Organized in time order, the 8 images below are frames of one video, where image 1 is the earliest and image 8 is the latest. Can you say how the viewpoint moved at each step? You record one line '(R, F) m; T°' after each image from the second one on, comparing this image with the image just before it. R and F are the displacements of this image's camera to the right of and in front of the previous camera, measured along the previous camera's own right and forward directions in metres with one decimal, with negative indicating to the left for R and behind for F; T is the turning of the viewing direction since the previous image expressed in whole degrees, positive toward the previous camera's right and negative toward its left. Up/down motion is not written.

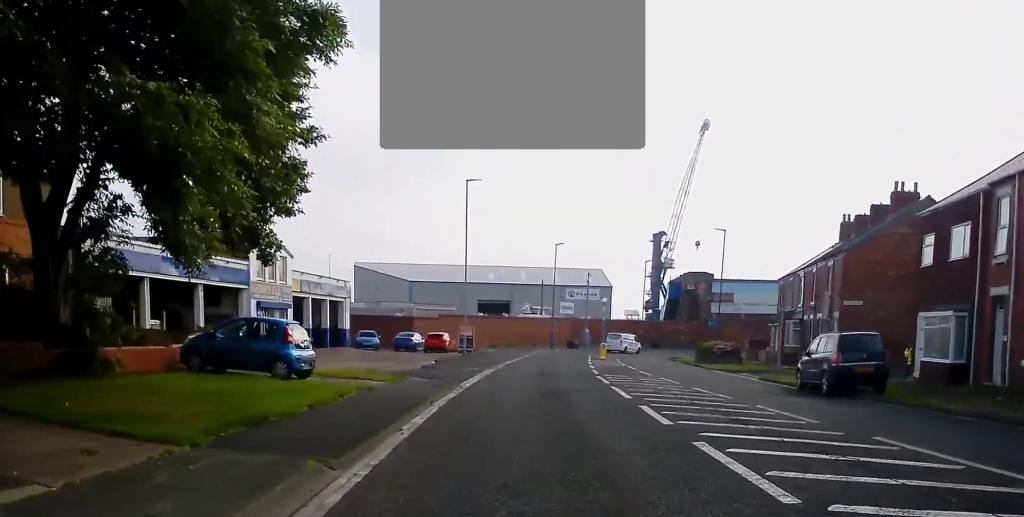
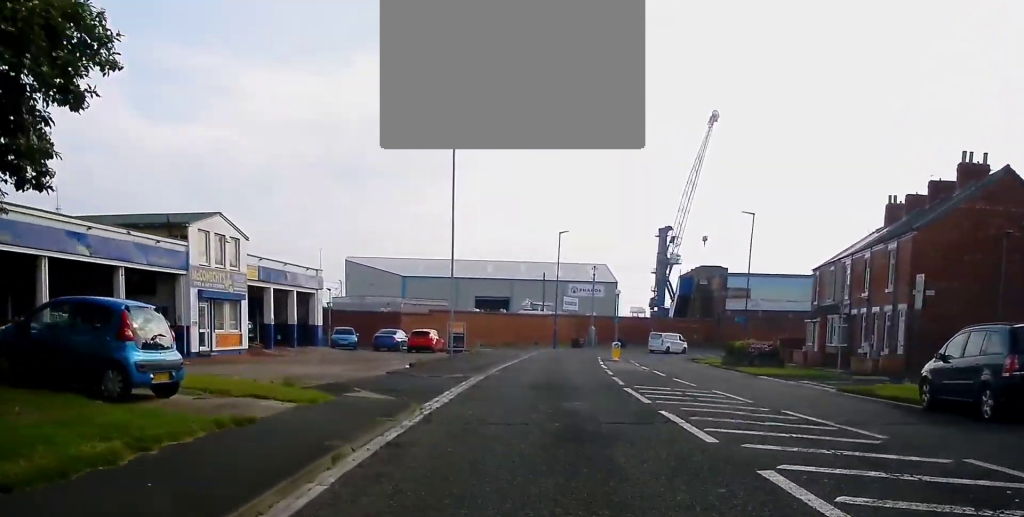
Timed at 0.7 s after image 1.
(-0.3, +7.7) m; 0°
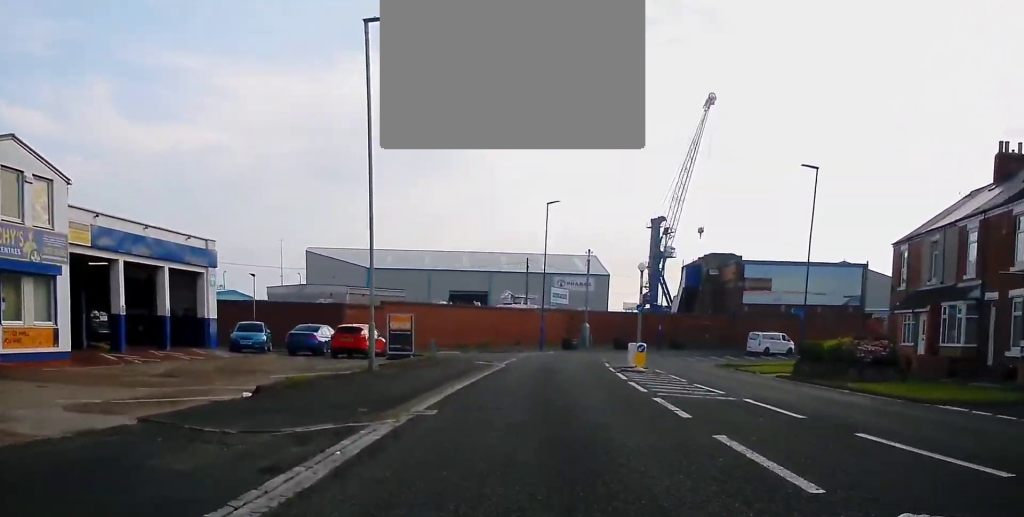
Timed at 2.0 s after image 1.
(+0.6, +15.4) m; +4°
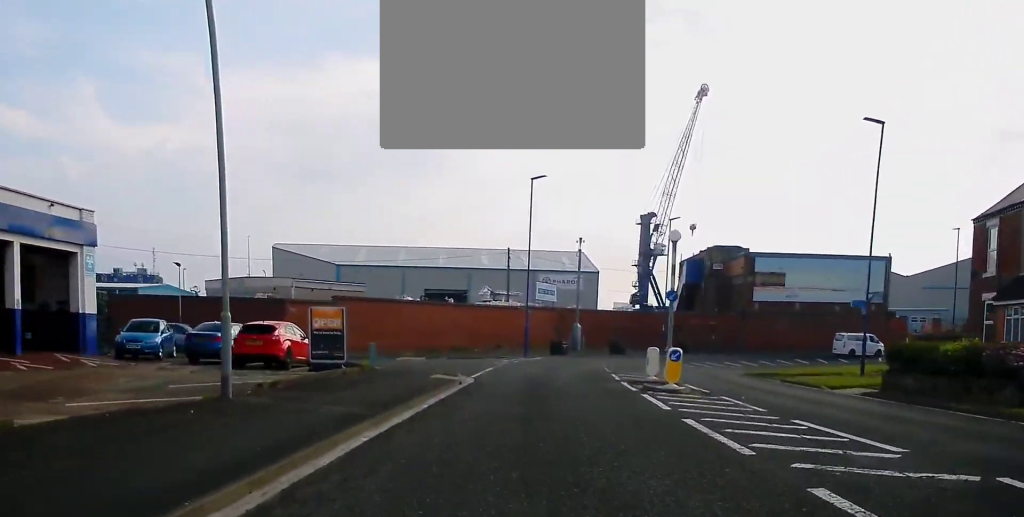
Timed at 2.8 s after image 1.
(+0.4, +9.9) m; 0°
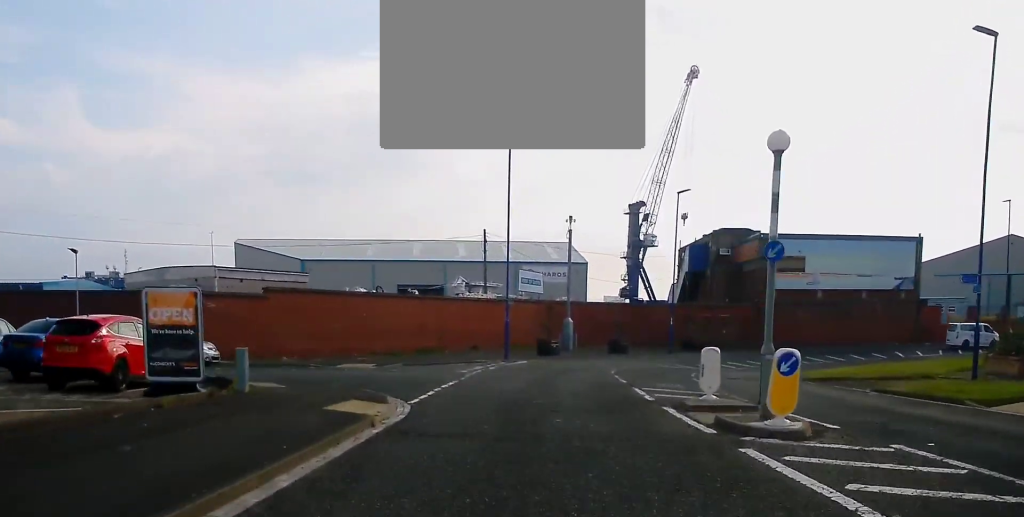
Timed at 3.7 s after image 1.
(-0.5, +9.8) m; -1°
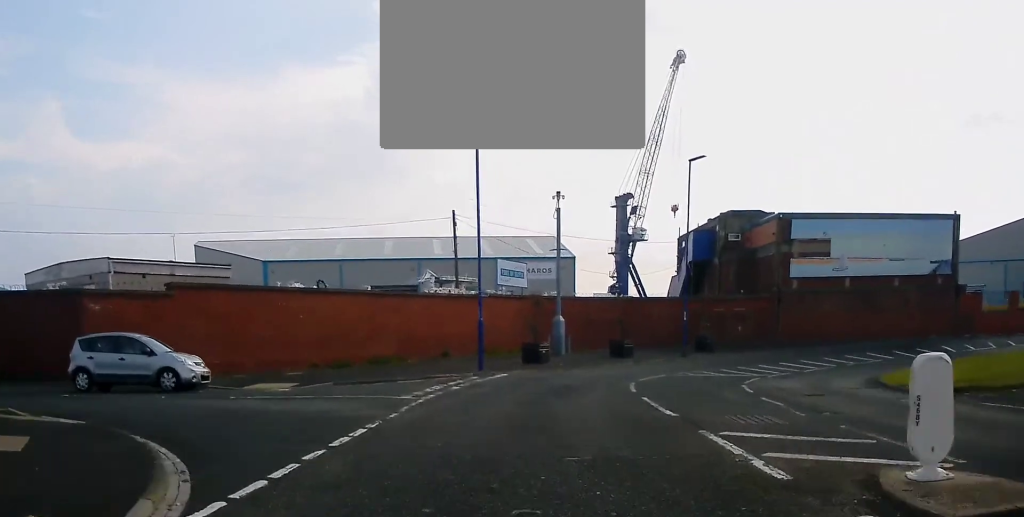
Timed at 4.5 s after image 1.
(+0.3, +9.4) m; +1°
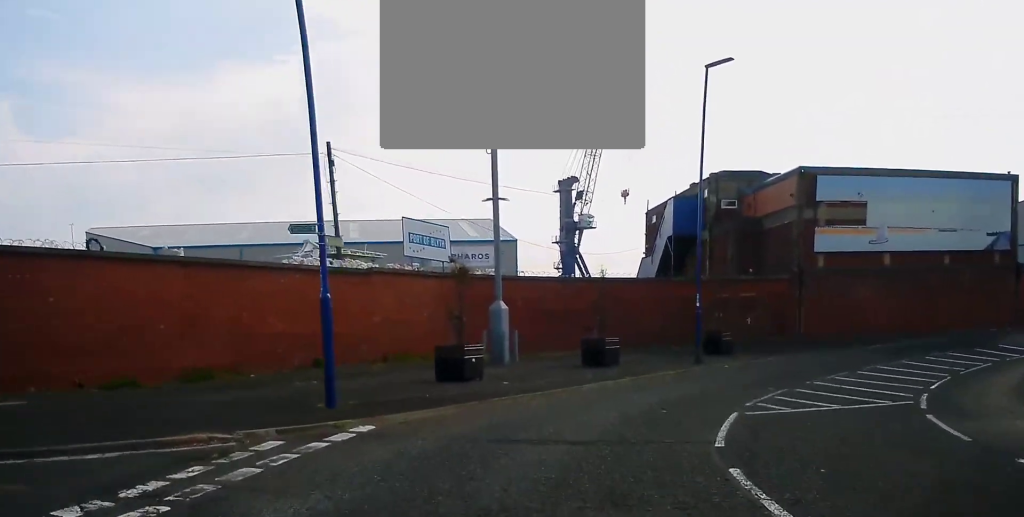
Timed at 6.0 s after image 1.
(+0.3, +15.9) m; +5°
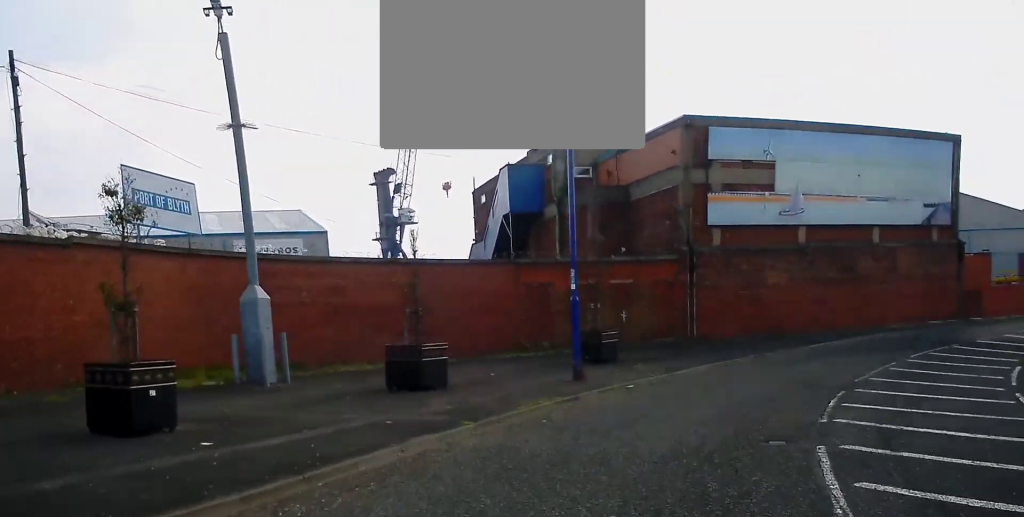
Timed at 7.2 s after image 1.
(+1.0, +11.0) m; +13°
